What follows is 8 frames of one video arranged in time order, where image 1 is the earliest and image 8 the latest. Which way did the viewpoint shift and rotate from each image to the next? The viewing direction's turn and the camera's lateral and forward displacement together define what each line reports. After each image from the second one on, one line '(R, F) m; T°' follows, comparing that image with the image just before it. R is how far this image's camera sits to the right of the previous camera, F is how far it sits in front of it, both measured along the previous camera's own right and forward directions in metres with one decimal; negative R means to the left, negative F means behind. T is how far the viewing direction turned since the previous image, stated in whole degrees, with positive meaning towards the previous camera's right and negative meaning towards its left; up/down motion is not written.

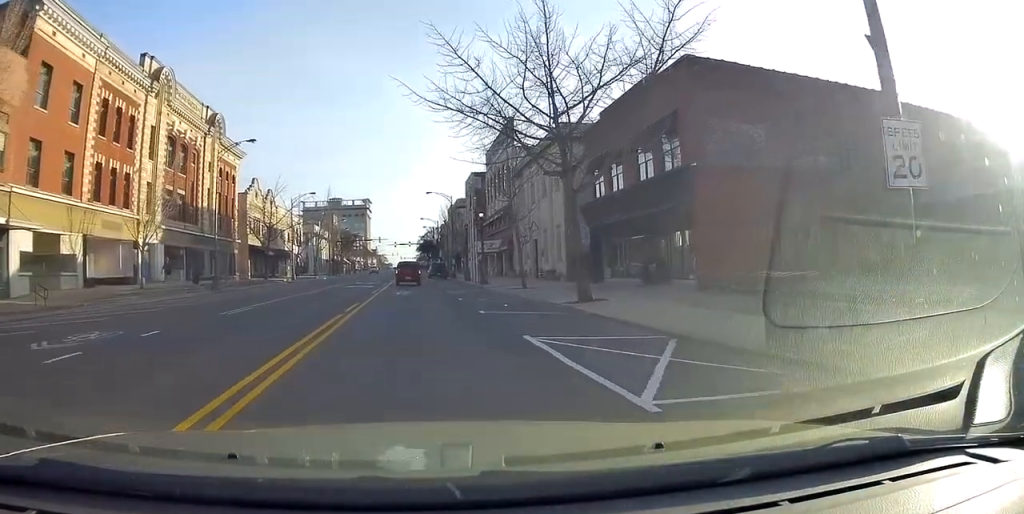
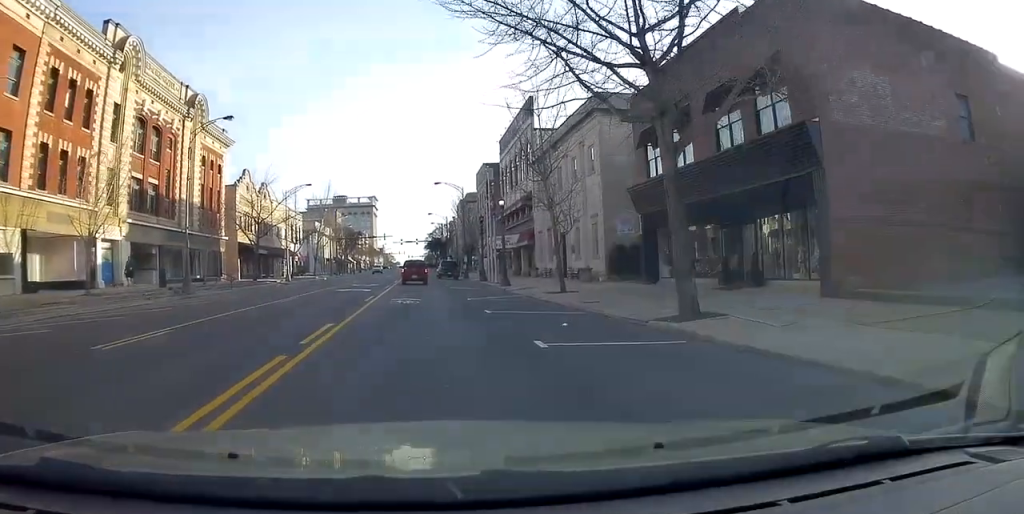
(+0.1, +7.1) m; -1°
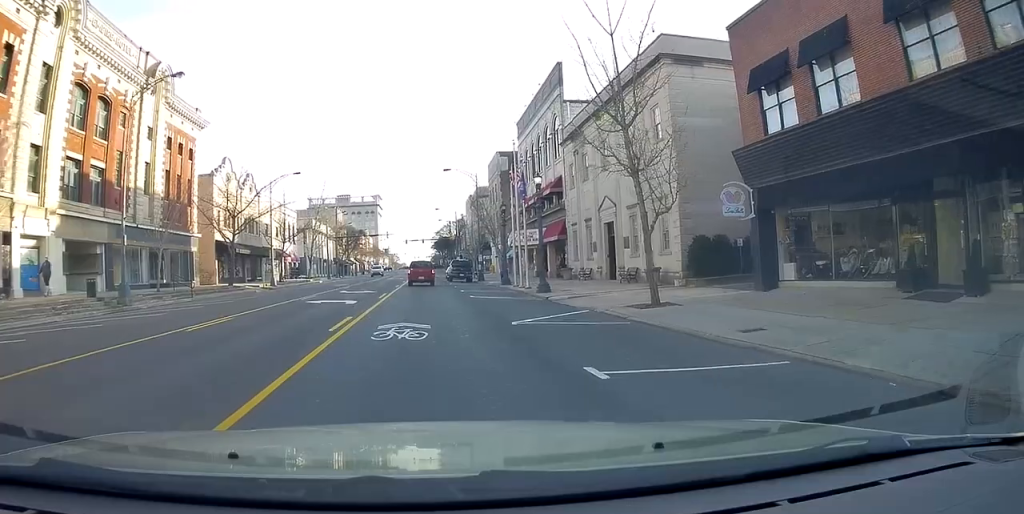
(-0.2, +9.4) m; 0°
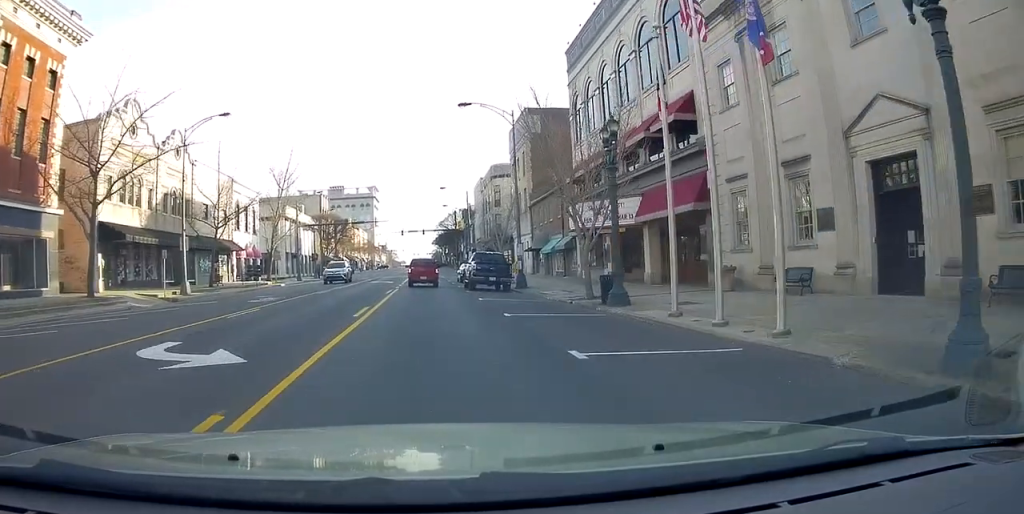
(-0.1, +21.9) m; -1°
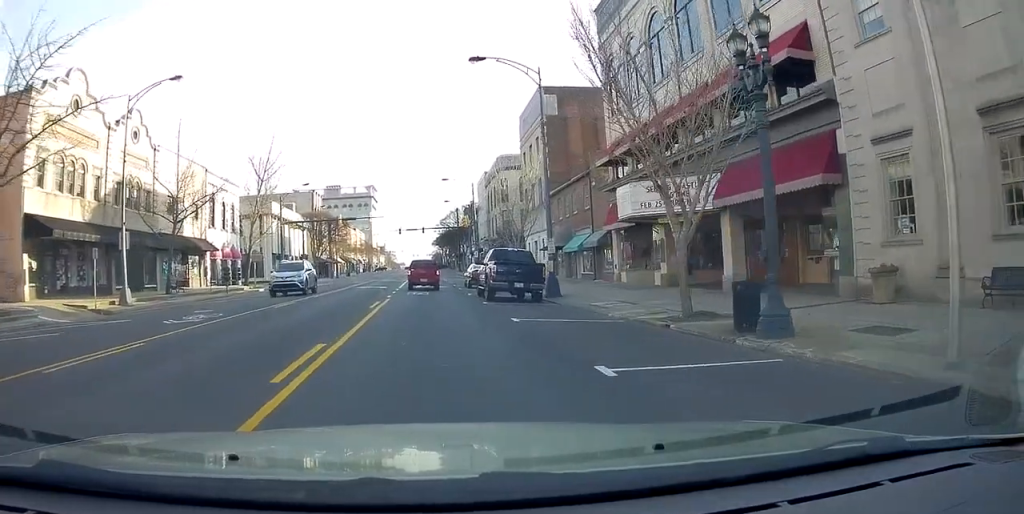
(-0.2, +8.1) m; 0°
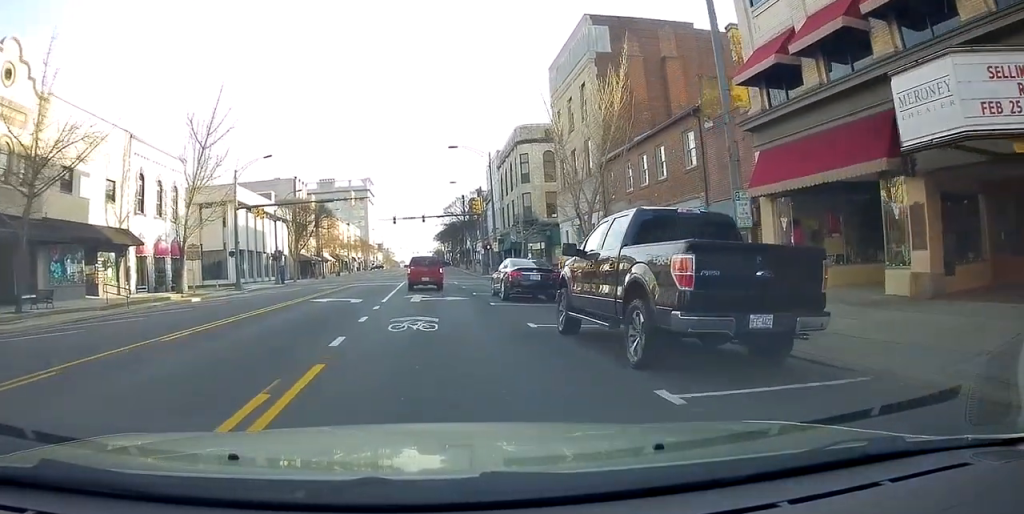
(+0.6, +15.5) m; -1°
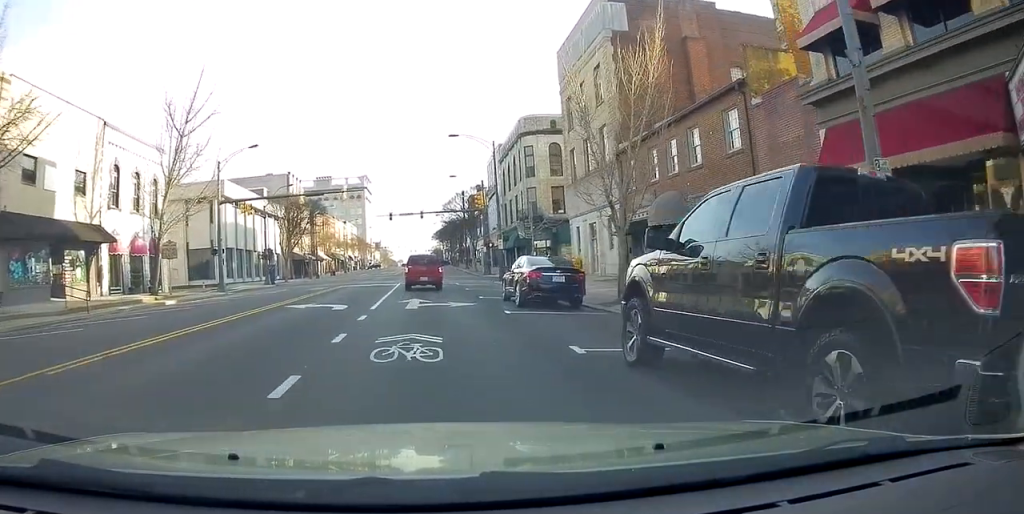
(-0.3, +3.6) m; +2°
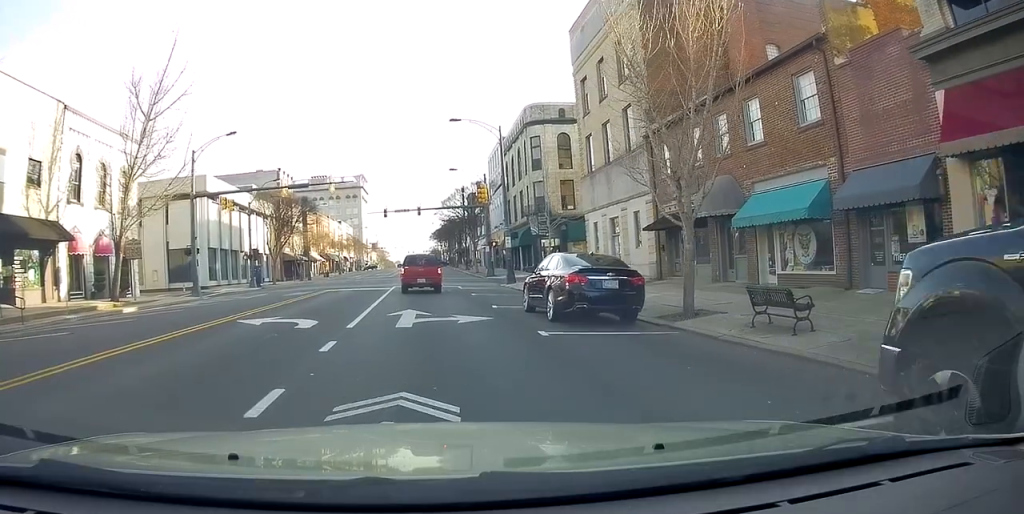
(-0.3, +4.7) m; +3°
